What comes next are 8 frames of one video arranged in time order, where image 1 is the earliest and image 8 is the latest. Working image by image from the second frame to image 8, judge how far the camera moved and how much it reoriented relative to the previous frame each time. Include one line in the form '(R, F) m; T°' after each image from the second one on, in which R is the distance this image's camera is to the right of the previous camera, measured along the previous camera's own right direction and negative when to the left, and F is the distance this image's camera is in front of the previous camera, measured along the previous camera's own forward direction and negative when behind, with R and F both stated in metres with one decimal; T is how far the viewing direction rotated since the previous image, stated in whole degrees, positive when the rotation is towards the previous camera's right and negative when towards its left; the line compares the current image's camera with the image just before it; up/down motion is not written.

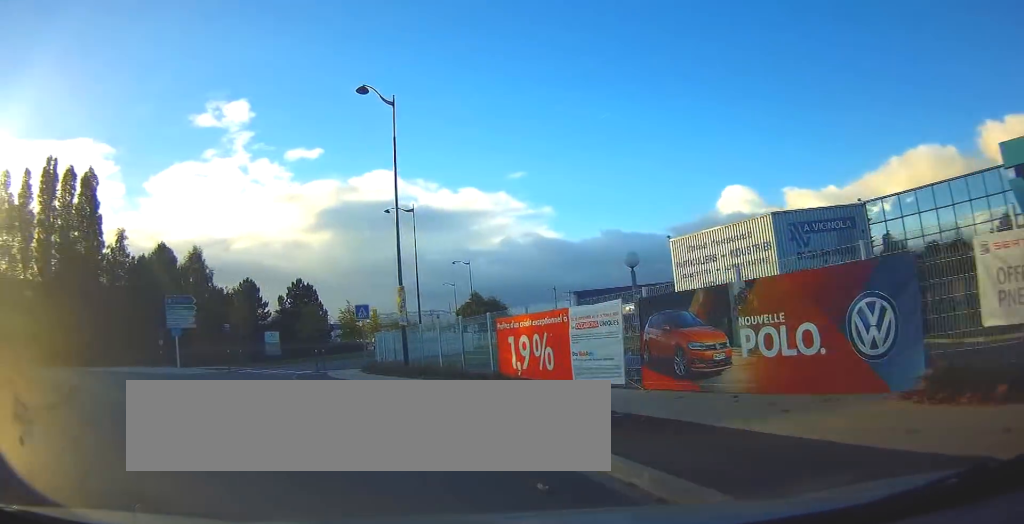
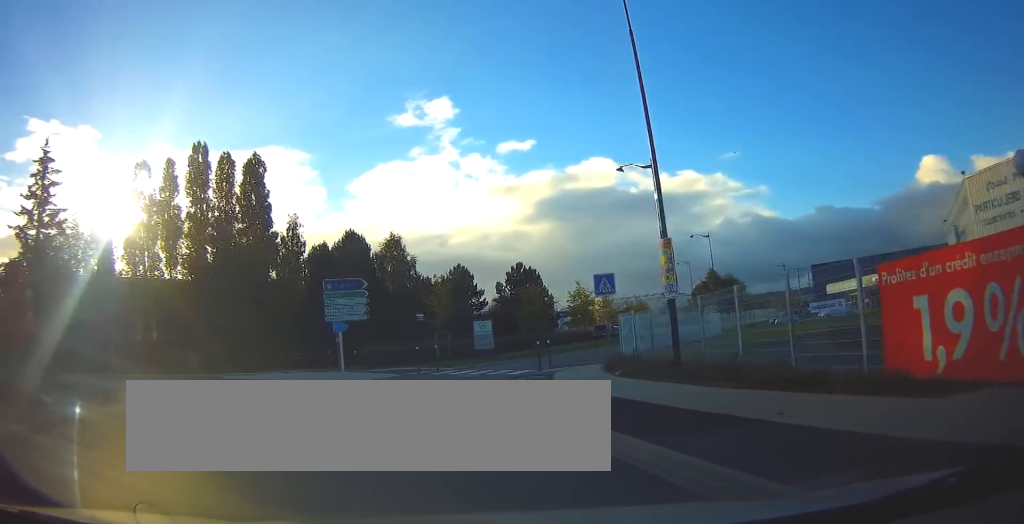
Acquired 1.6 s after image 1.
(-2.2, +8.4) m; -24°
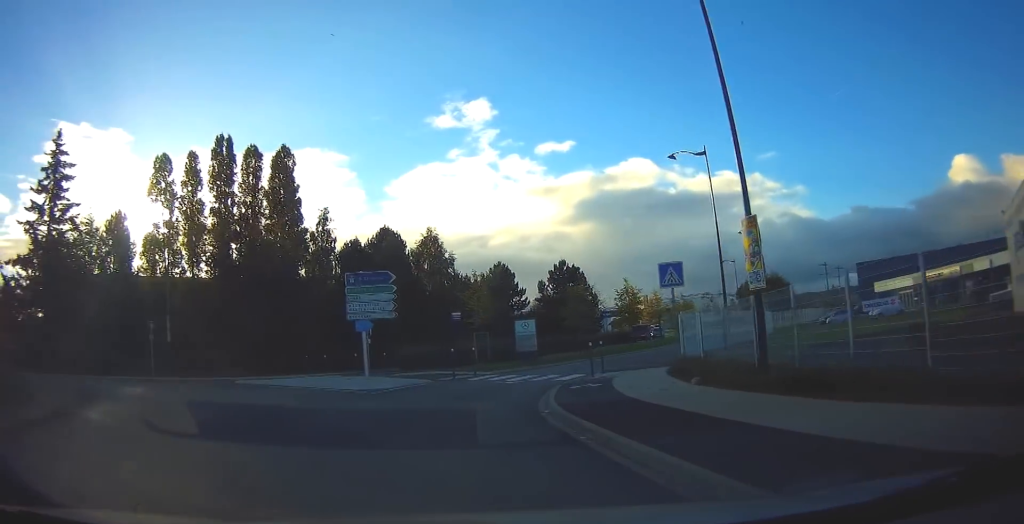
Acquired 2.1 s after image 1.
(-0.1, +2.9) m; -3°
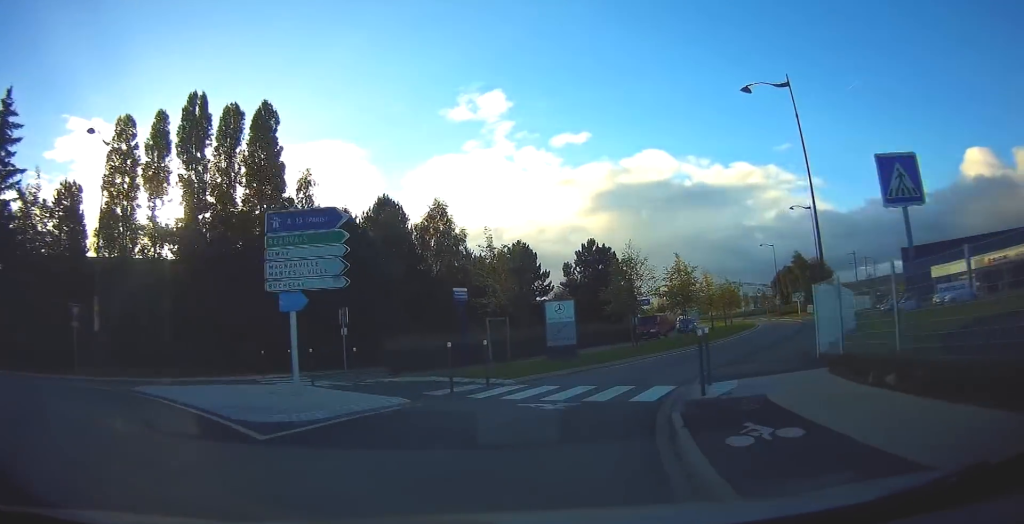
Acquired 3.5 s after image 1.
(-0.4, +9.0) m; -1°
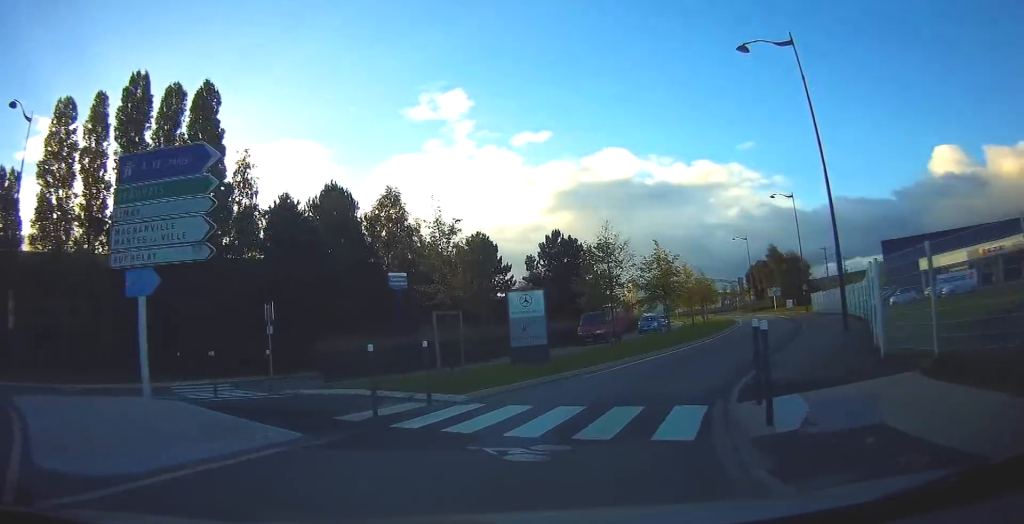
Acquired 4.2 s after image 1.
(+0.1, +4.5) m; +3°
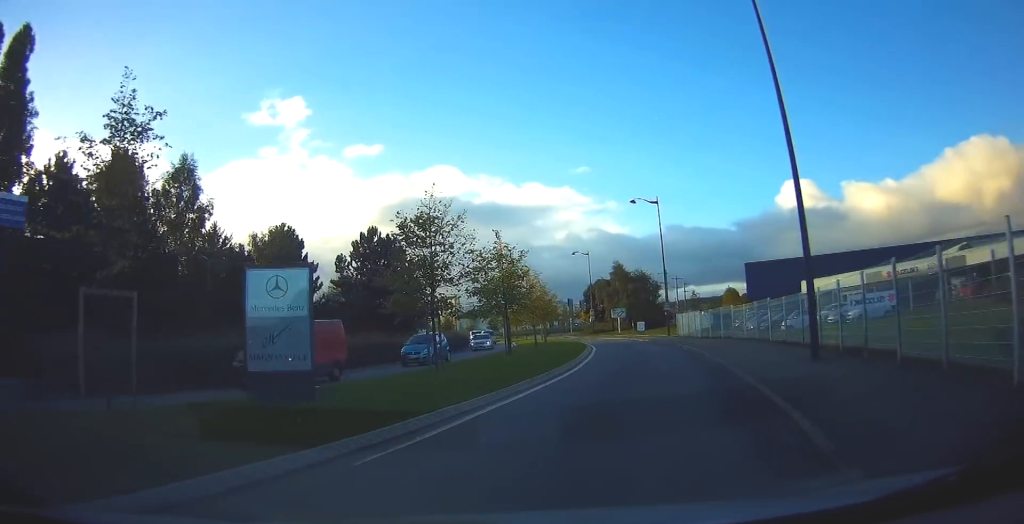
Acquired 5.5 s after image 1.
(+0.6, +8.8) m; +14°
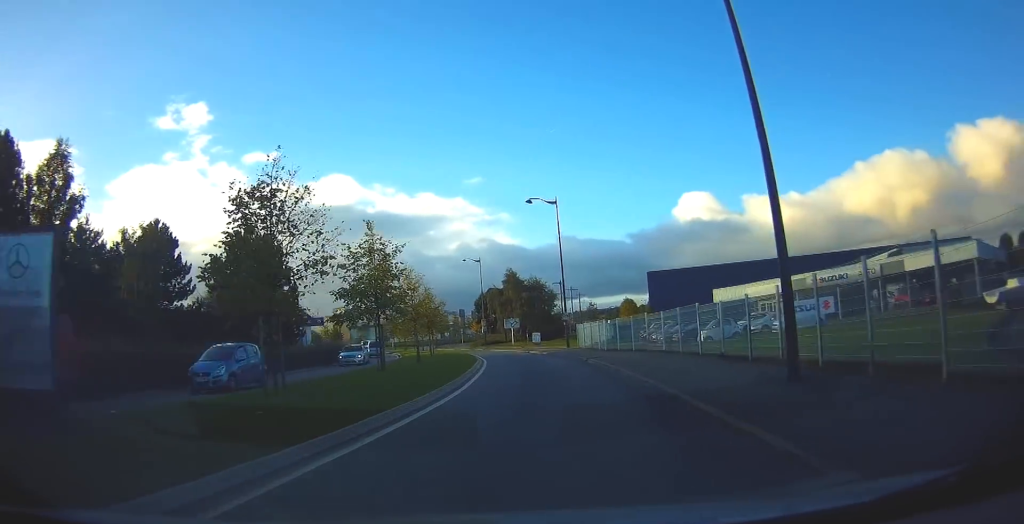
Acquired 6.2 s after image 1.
(+0.5, +4.2) m; +8°
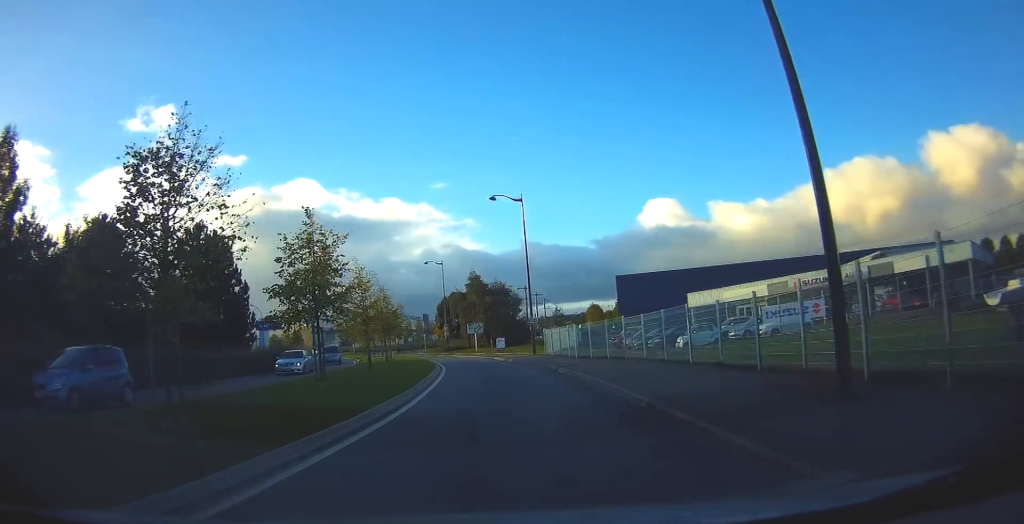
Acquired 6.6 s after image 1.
(+0.1, +2.8) m; +5°
